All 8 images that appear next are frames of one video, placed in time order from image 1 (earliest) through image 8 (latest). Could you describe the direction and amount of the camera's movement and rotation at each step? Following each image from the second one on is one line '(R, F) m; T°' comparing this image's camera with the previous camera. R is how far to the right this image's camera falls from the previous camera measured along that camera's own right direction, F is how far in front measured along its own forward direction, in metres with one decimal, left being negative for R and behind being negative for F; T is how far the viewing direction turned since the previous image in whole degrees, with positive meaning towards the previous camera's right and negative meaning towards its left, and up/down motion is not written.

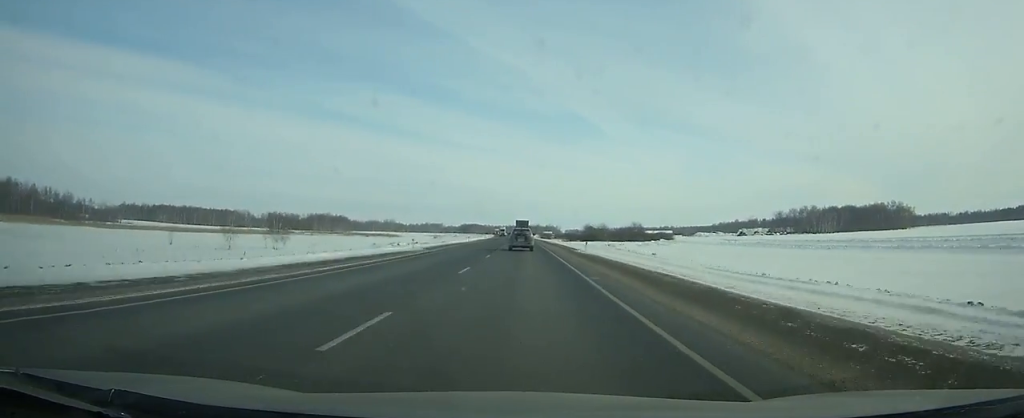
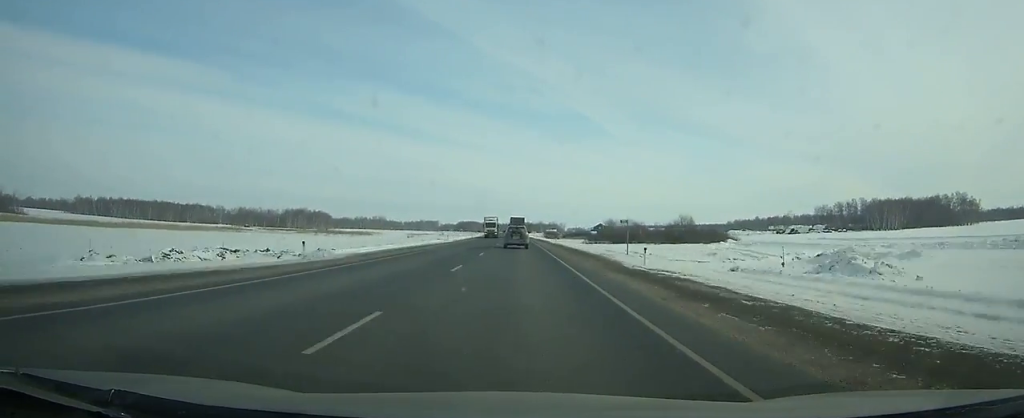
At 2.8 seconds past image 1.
(-0.2, +71.8) m; 0°
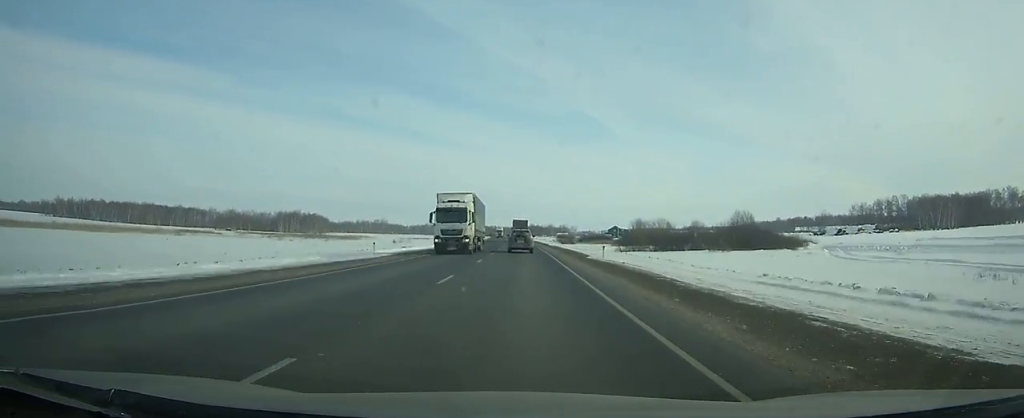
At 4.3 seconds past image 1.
(+0.1, +38.8) m; 0°
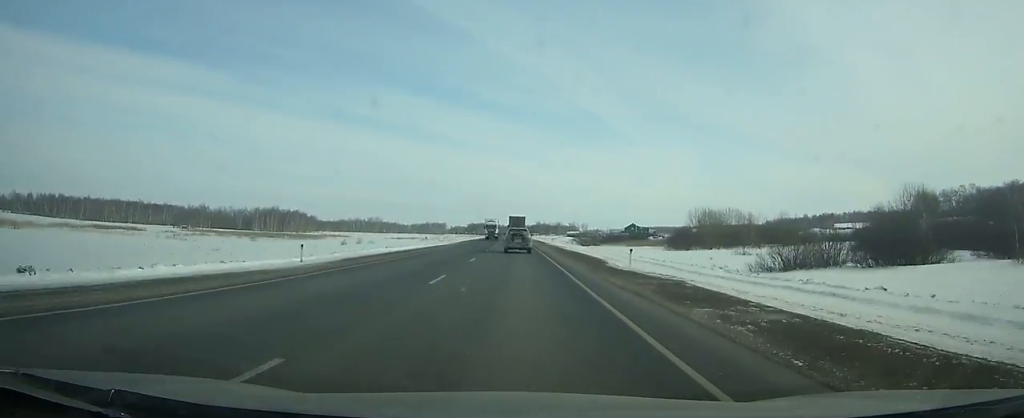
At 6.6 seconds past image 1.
(-0.5, +60.0) m; -1°
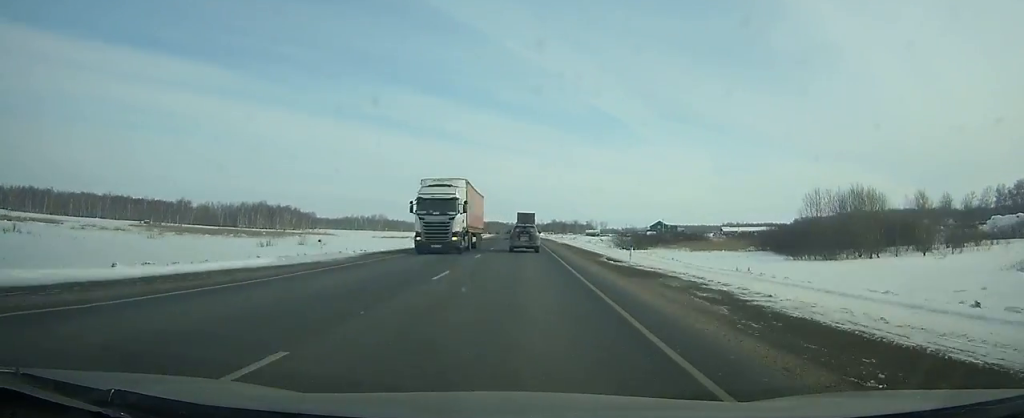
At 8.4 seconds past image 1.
(-0.4, +46.5) m; -1°
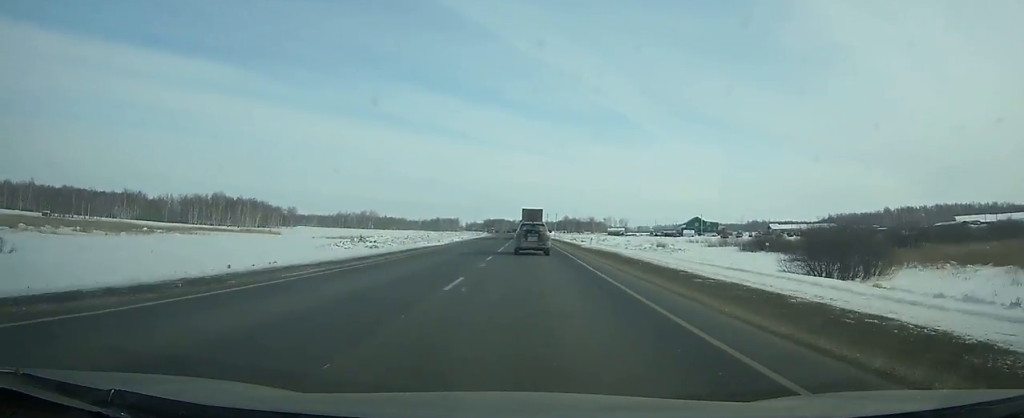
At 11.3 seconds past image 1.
(-0.7, +73.5) m; -1°
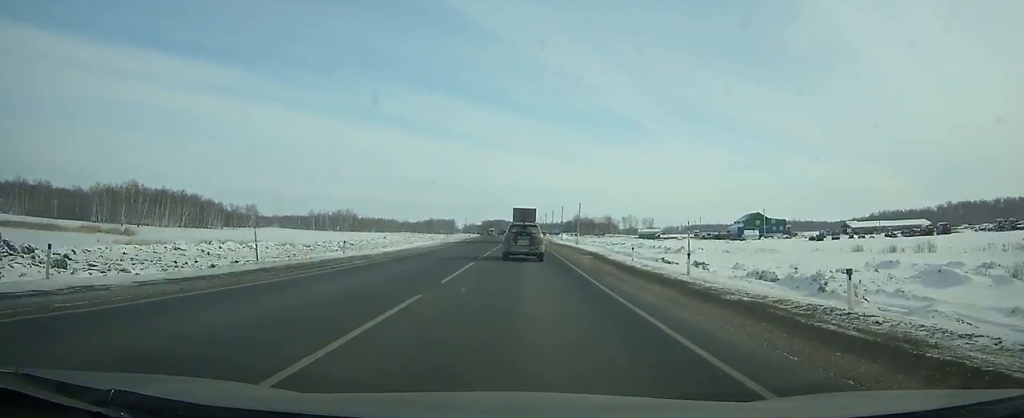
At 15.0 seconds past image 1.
(-0.4, +90.0) m; -1°
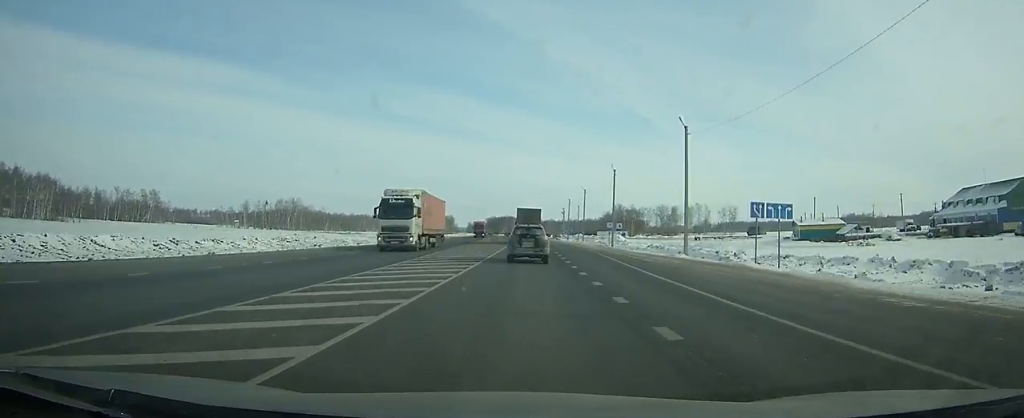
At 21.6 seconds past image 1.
(-1.7, +150.6) m; -1°
